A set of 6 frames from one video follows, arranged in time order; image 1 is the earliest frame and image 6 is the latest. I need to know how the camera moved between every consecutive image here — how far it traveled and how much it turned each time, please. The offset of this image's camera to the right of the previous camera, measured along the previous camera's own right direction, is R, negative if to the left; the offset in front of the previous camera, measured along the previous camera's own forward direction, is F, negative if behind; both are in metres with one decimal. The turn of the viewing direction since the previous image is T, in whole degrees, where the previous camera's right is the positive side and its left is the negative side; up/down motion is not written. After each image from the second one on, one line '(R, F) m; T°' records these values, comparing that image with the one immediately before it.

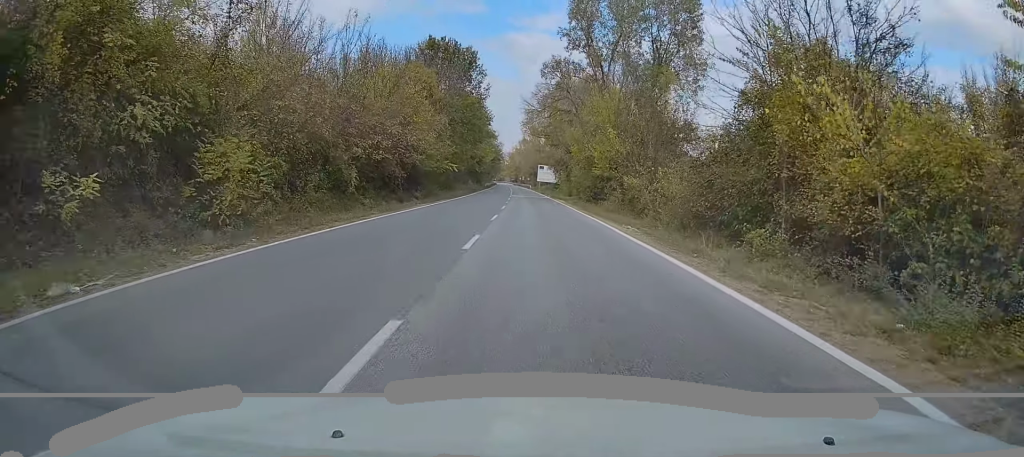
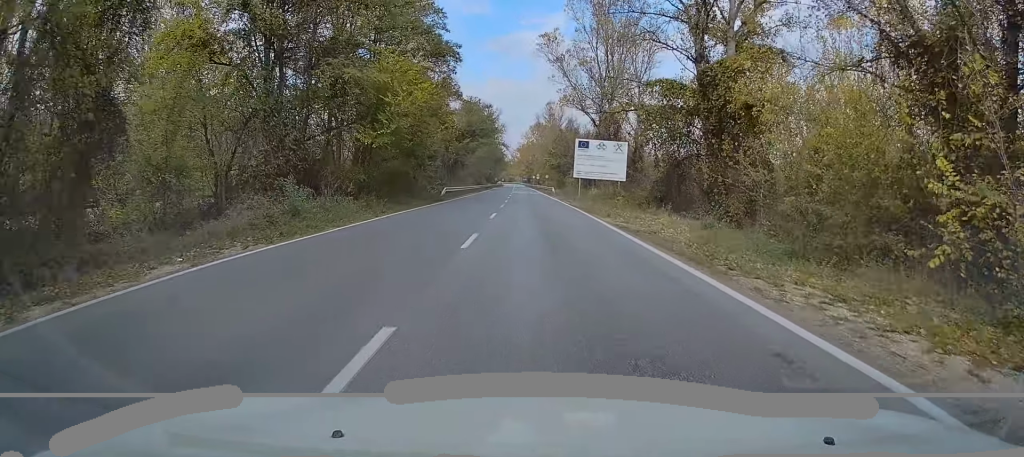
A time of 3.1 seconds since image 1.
(-0.7, +72.6) m; -1°
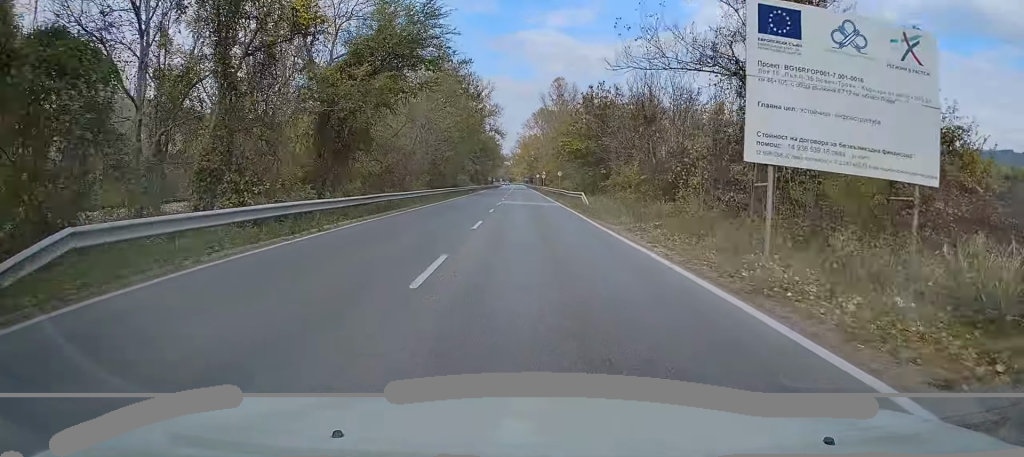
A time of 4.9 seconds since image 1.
(-0.2, +39.9) m; -1°
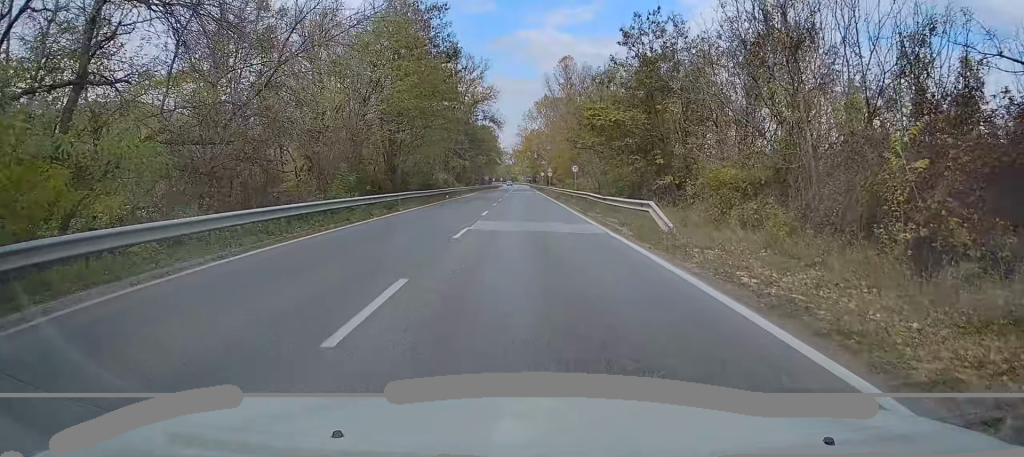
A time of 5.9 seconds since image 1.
(-0.1, +20.9) m; 0°
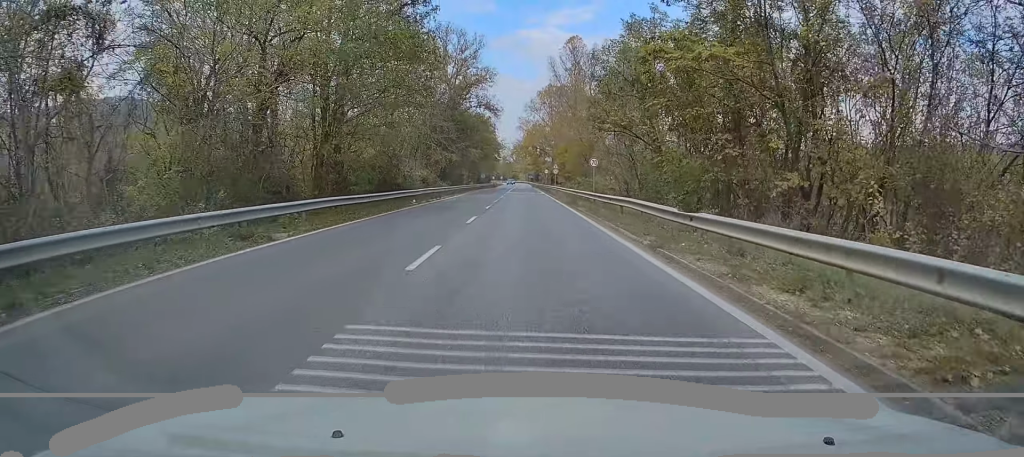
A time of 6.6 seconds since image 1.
(0.0, +14.2) m; 0°
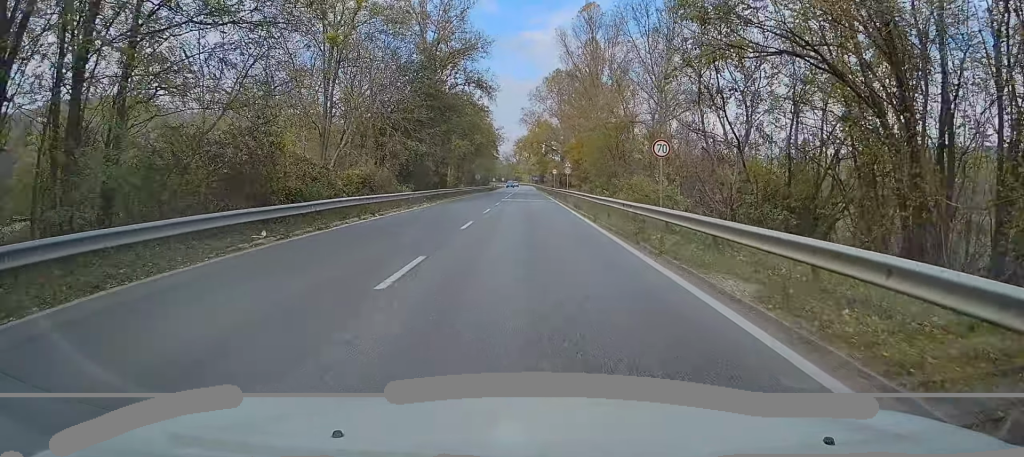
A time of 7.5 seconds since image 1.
(0.0, +19.6) m; 0°
